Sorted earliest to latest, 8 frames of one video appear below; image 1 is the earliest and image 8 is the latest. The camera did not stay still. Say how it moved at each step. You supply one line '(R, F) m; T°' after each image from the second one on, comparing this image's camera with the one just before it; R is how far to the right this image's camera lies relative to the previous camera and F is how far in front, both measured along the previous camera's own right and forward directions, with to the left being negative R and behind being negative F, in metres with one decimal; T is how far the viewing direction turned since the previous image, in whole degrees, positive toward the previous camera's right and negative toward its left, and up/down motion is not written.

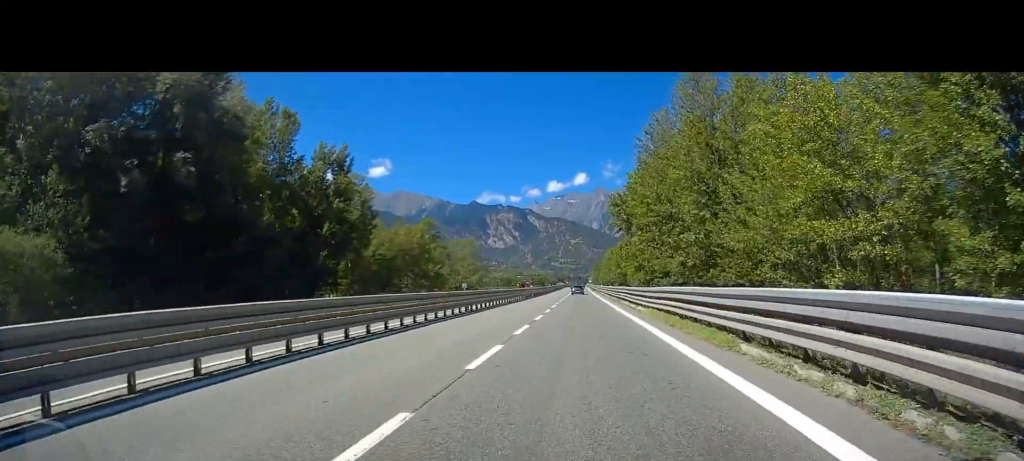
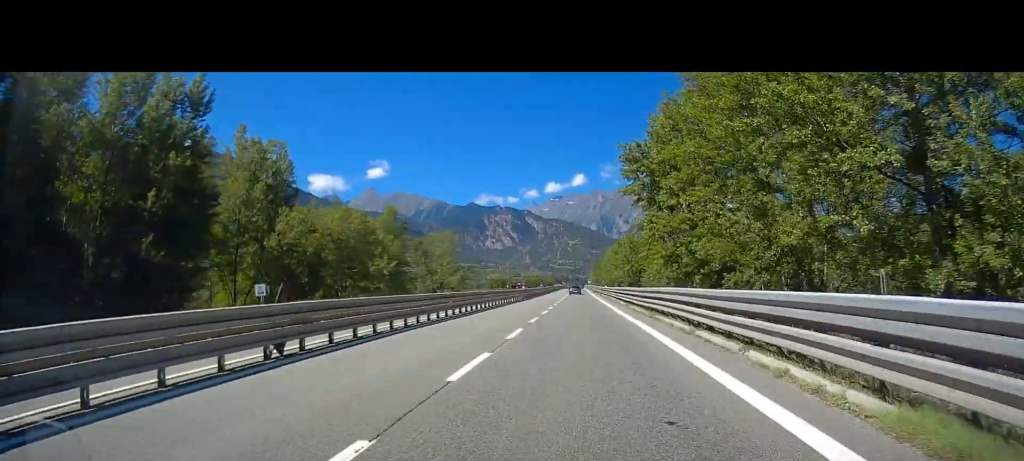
(+0.2, +24.1) m; 0°
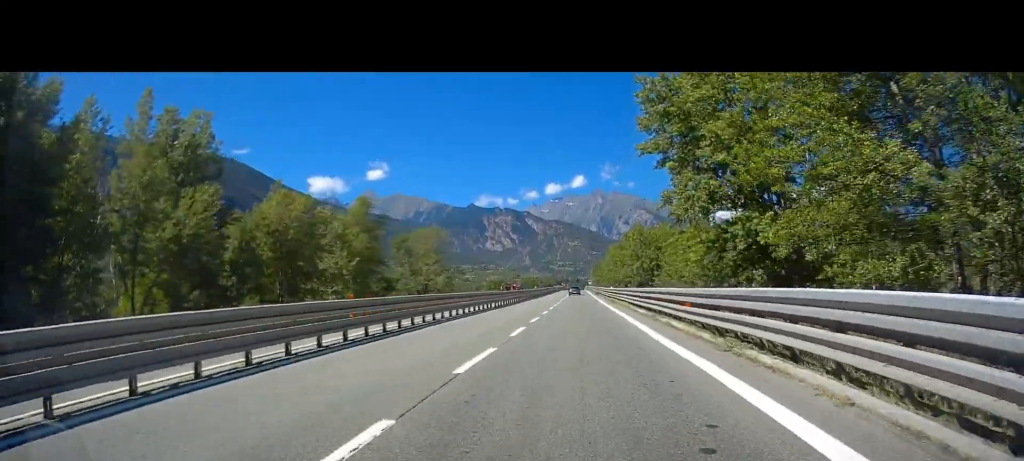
(+0.1, +13.7) m; 0°
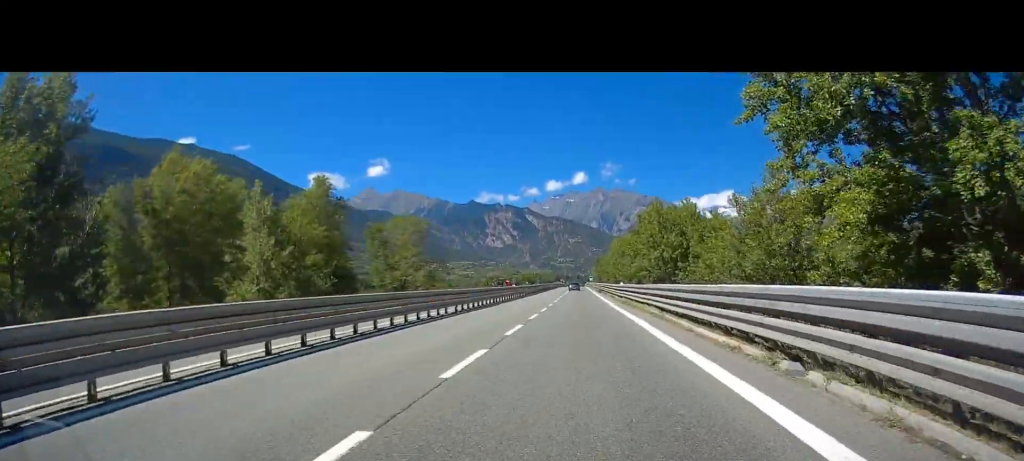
(-0.1, +16.1) m; 0°
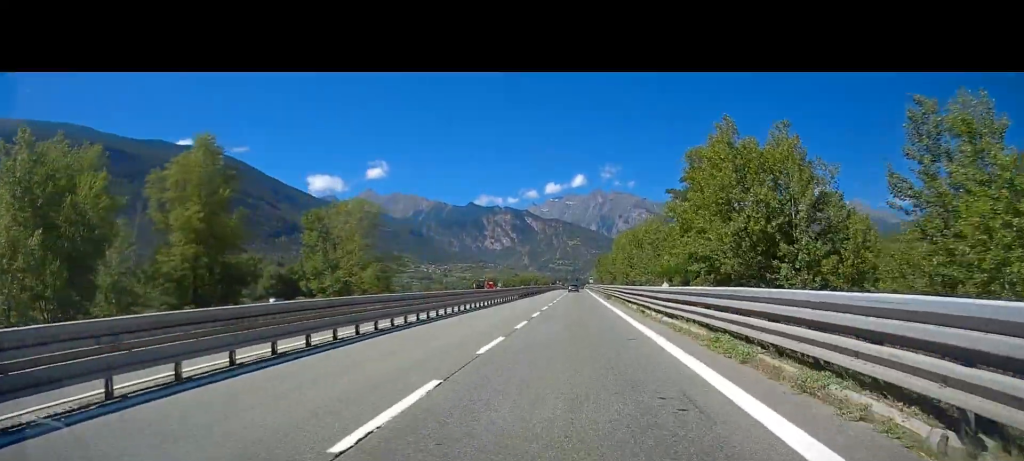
(-0.1, +25.9) m; 0°
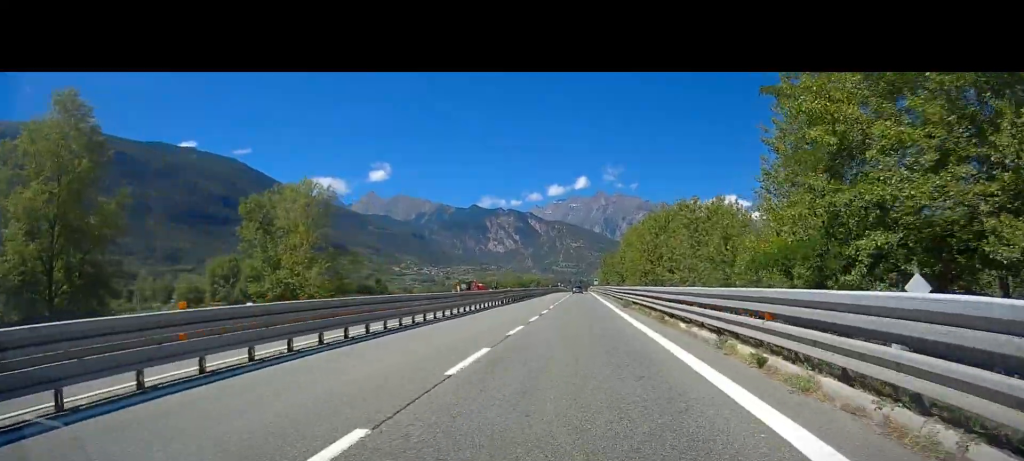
(+0.1, +16.9) m; 0°
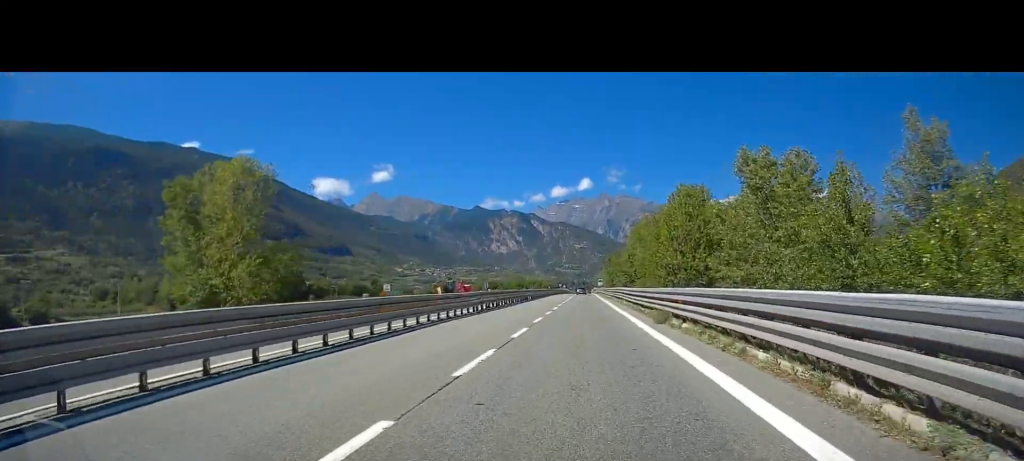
(0.0, +13.5) m; 0°
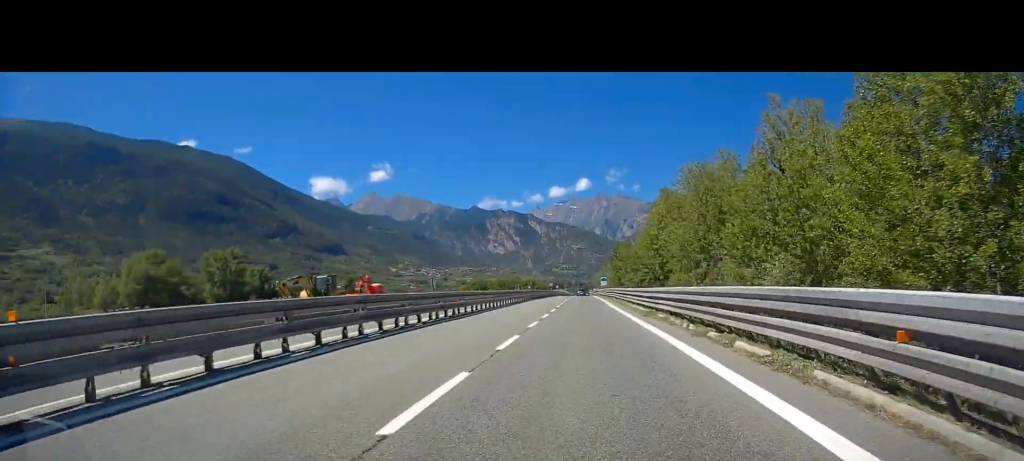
(0.0, +36.3) m; 0°
